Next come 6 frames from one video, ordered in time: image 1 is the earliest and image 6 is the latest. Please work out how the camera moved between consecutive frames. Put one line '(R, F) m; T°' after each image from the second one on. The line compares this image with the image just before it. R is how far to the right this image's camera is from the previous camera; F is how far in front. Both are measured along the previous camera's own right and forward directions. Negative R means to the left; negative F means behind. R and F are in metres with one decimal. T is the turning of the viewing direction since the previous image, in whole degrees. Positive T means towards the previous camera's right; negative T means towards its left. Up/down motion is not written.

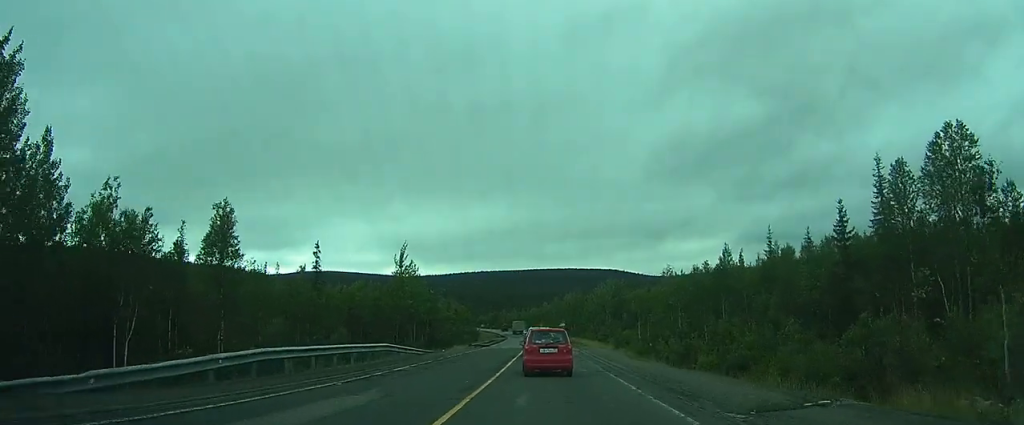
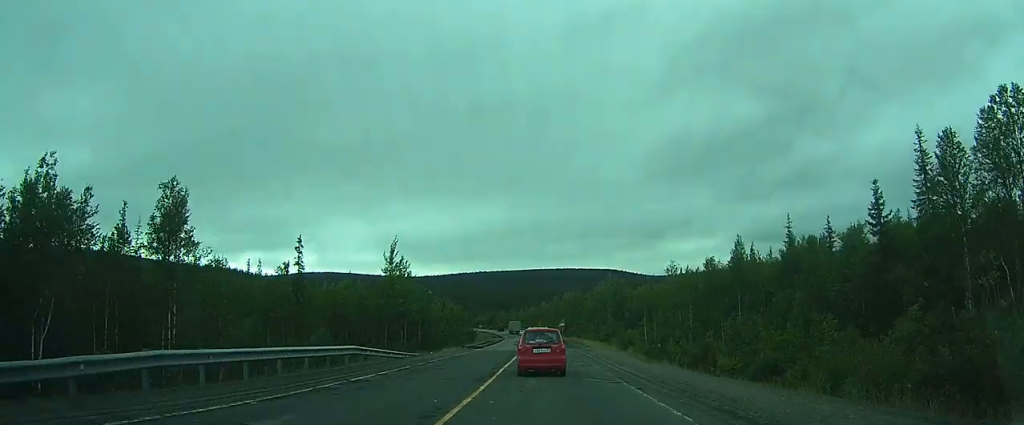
(0.0, +4.9) m; 0°
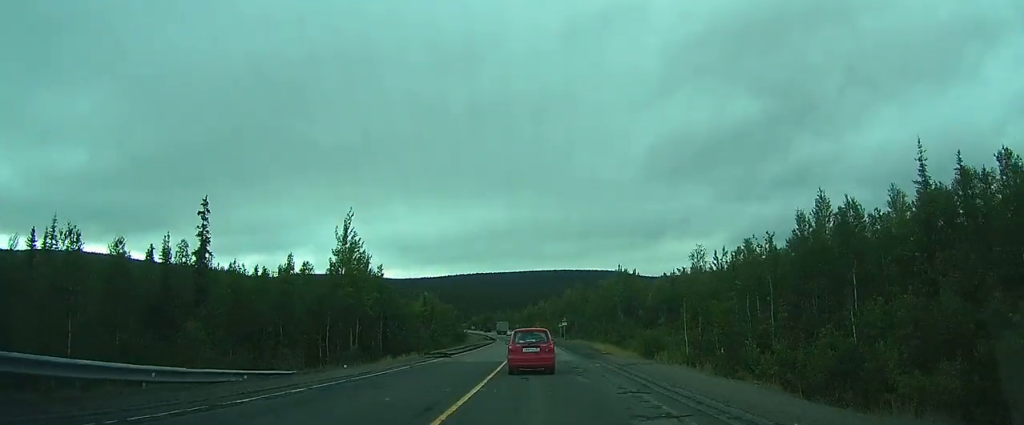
(+0.1, +19.5) m; 0°
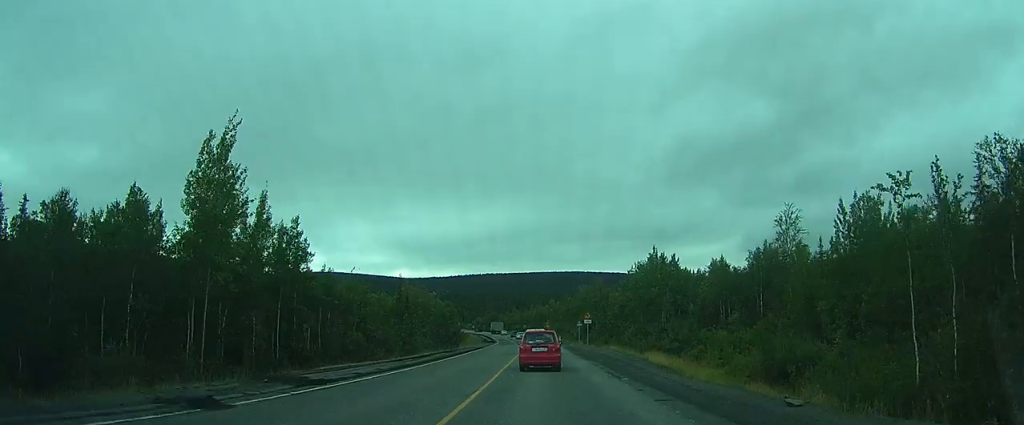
(-0.5, +29.1) m; 0°
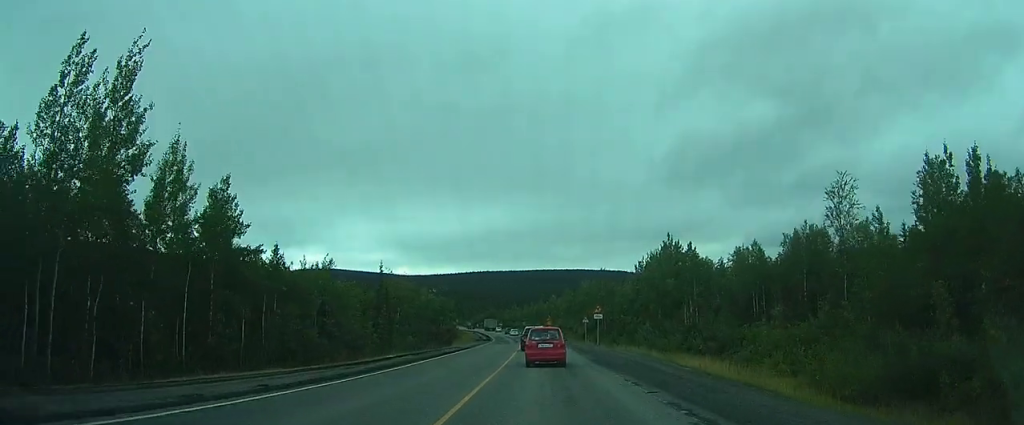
(+0.2, +11.1) m; +1°
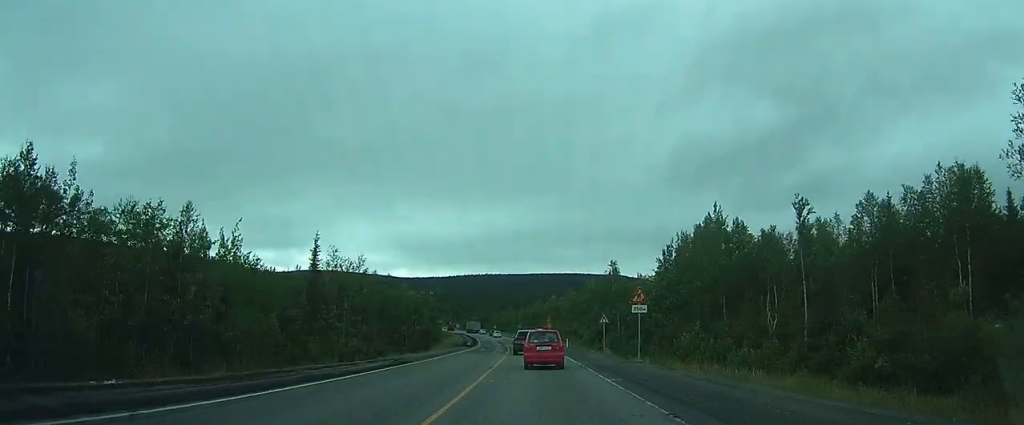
(-0.1, +22.9) m; 0°
